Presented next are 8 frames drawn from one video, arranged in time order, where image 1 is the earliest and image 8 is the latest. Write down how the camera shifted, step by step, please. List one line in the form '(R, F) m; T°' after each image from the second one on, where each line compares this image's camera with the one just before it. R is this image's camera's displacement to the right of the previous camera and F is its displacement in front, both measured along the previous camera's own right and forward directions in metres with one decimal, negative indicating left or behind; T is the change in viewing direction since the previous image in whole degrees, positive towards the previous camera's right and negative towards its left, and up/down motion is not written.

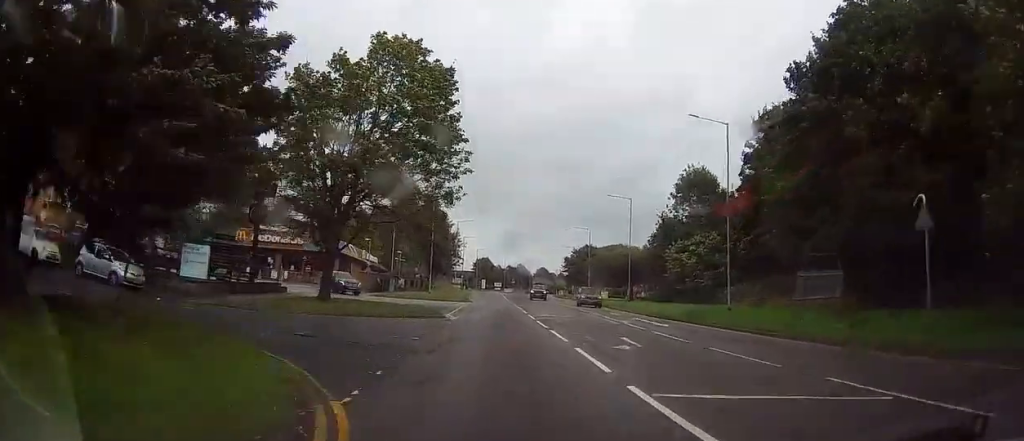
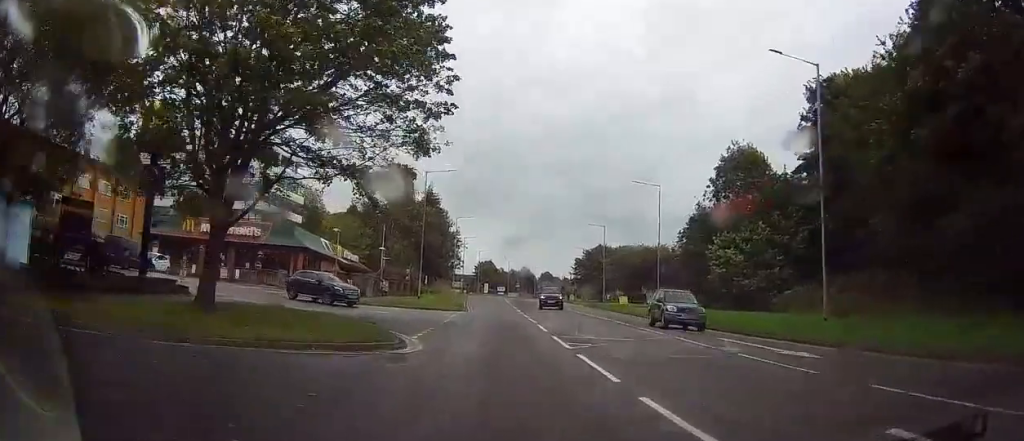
(+0.5, +12.7) m; 0°
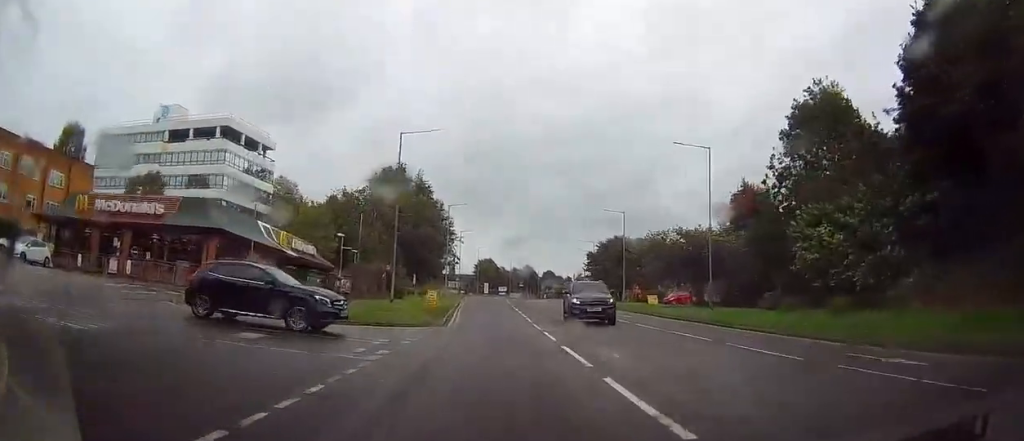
(-0.6, +16.6) m; -3°
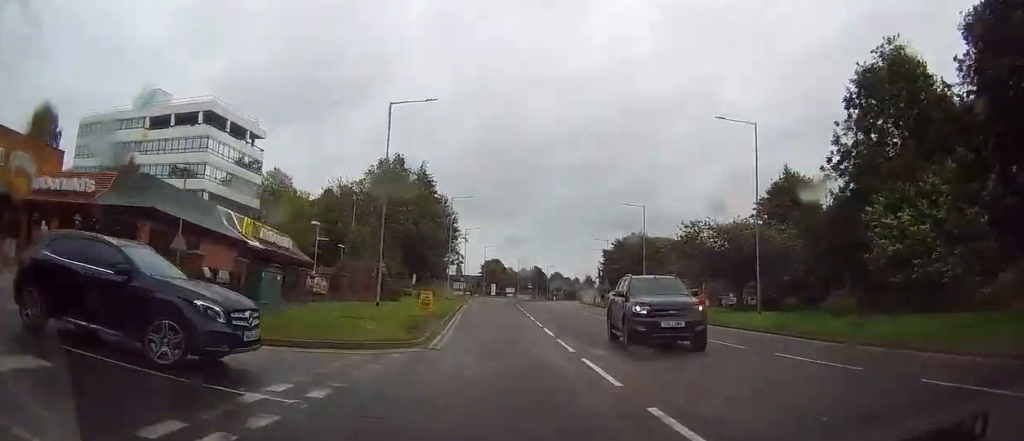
(0.0, +8.2) m; 0°
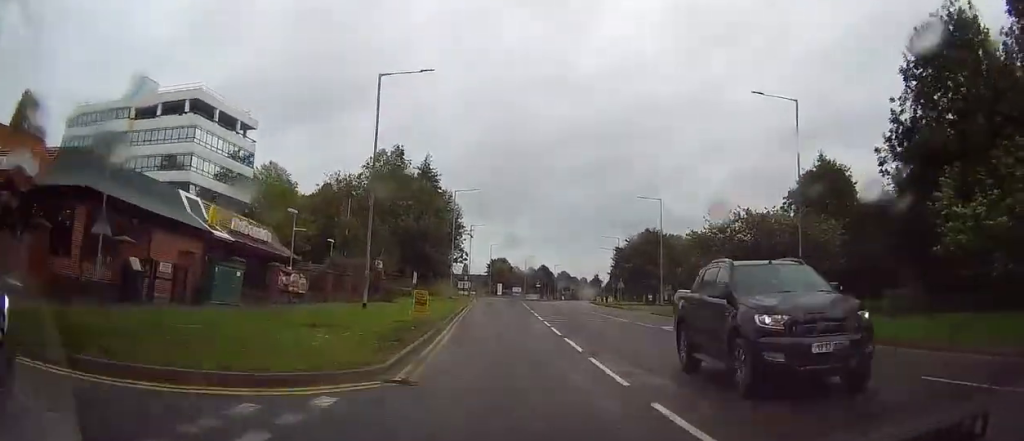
(0.0, +5.5) m; +1°
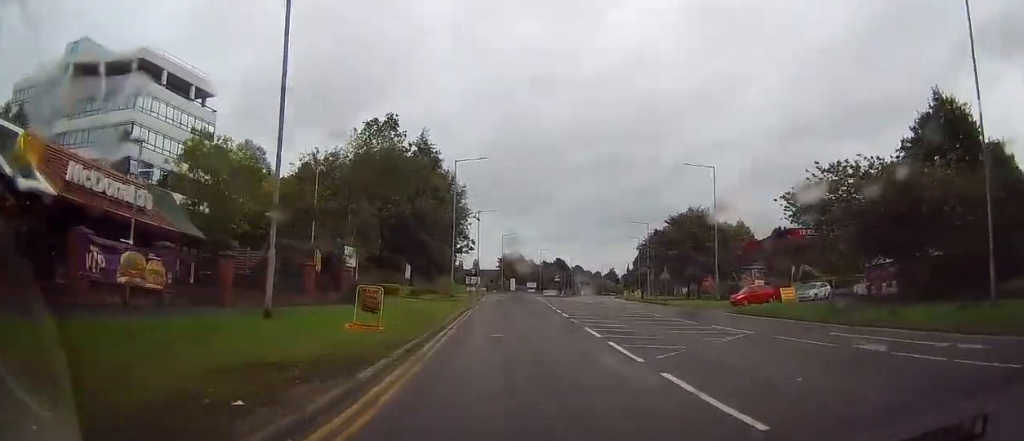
(+0.4, +15.9) m; 0°
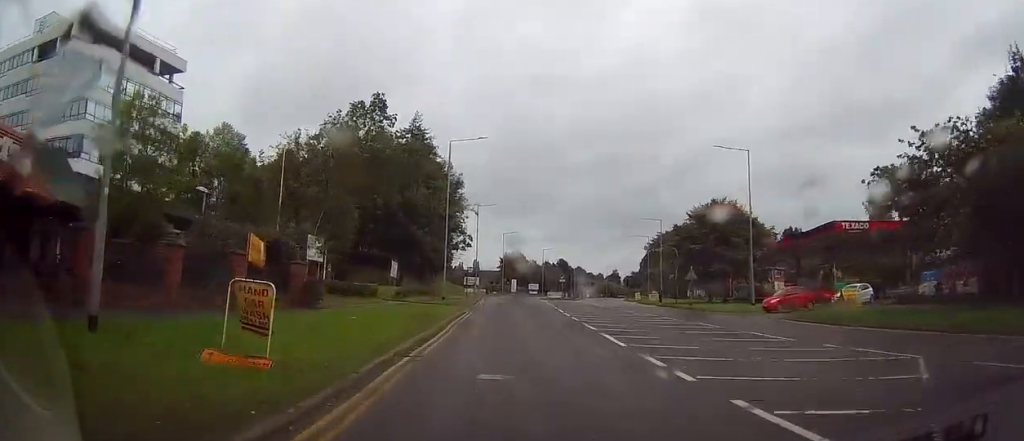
(+0.1, +8.6) m; -2°
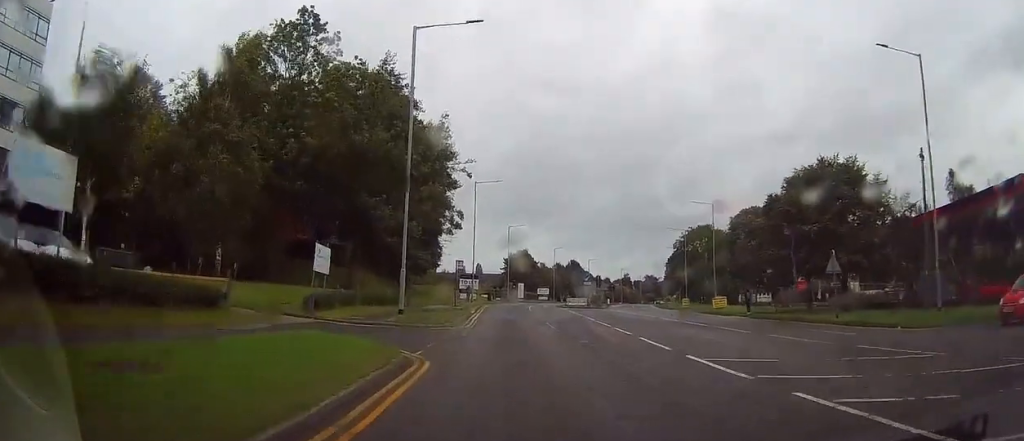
(-0.7, +24.0) m; 0°
